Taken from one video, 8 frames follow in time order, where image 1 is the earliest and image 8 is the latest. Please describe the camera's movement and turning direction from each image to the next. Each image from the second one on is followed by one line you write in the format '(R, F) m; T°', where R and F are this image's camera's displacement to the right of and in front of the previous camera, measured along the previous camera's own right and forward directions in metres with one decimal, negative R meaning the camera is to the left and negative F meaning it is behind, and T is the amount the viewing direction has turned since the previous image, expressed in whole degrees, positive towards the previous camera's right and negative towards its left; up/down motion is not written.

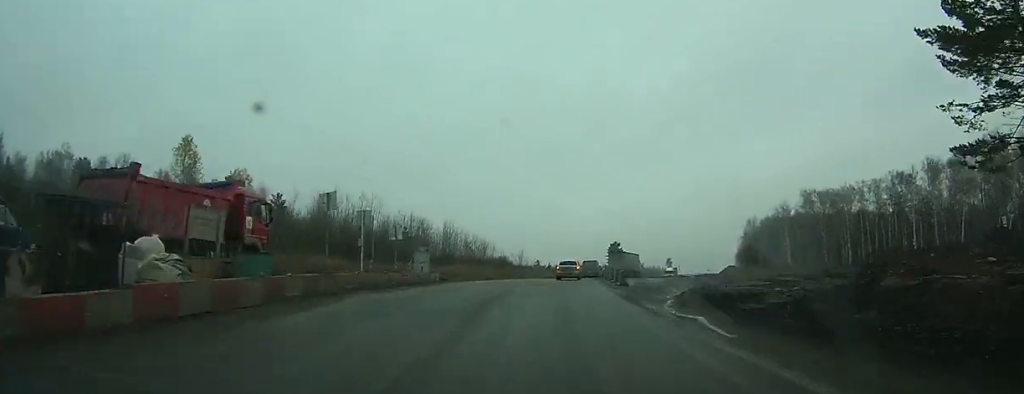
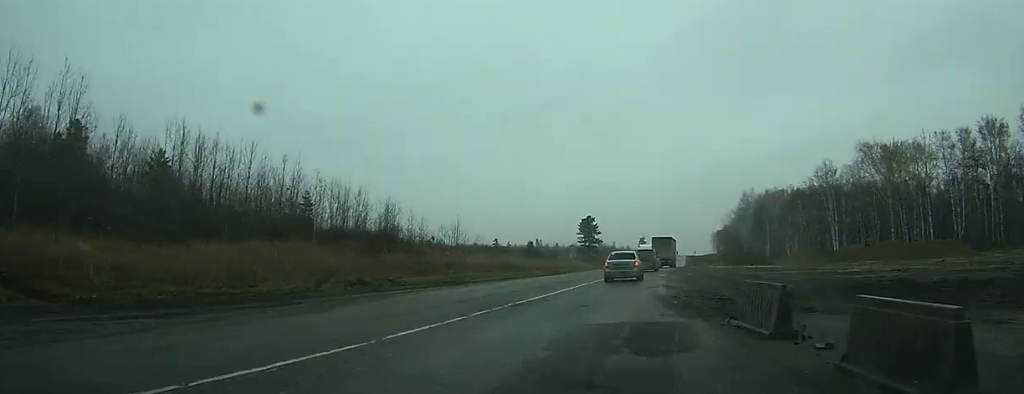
(-0.4, +44.9) m; +1°
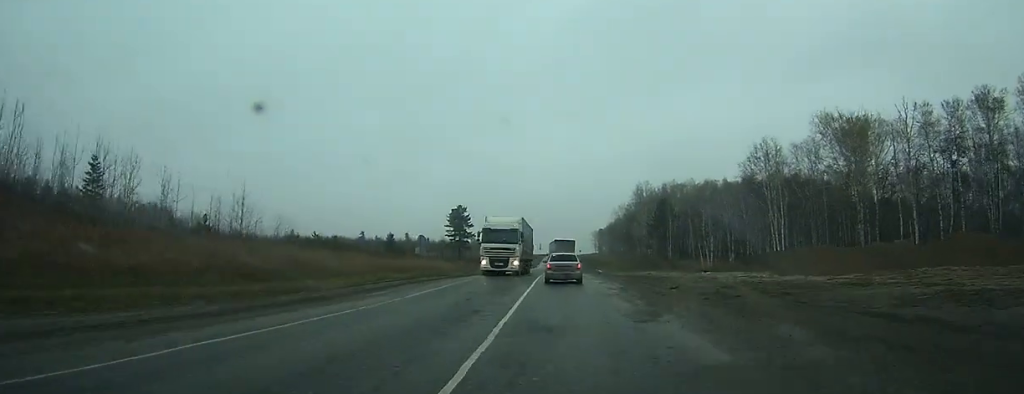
(+1.6, +35.6) m; +6°
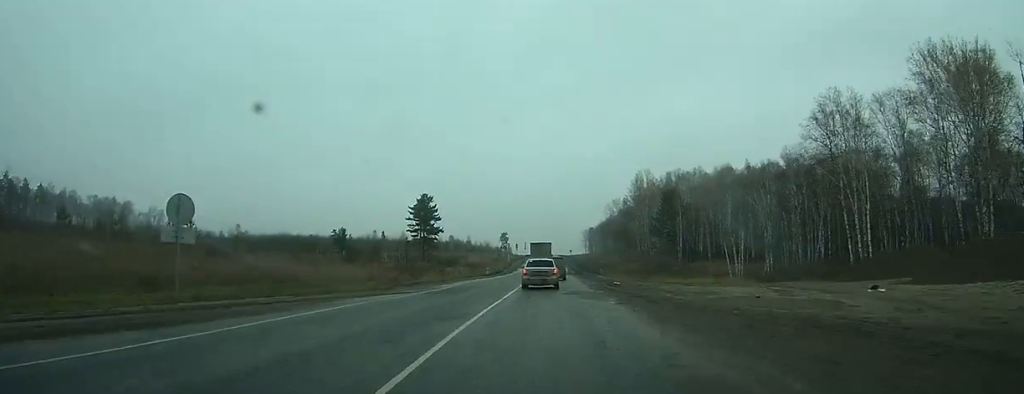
(+1.9, +32.6) m; +5°
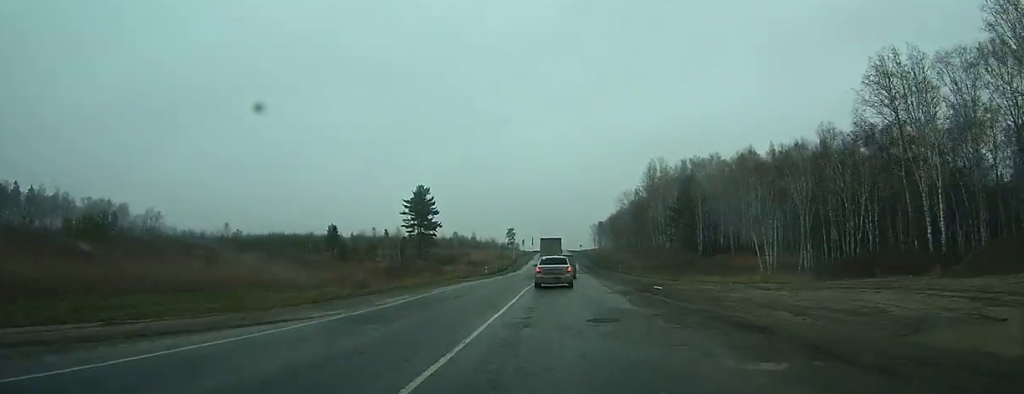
(+0.3, +11.5) m; +1°
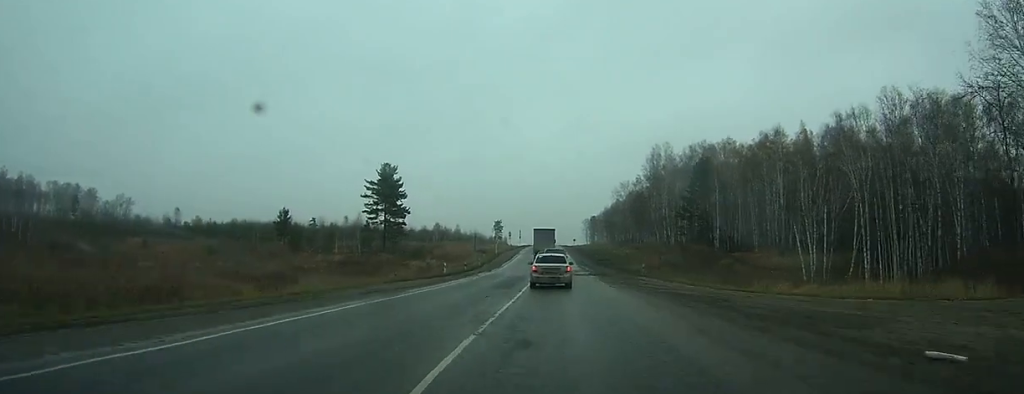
(0.0, +19.4) m; +1°
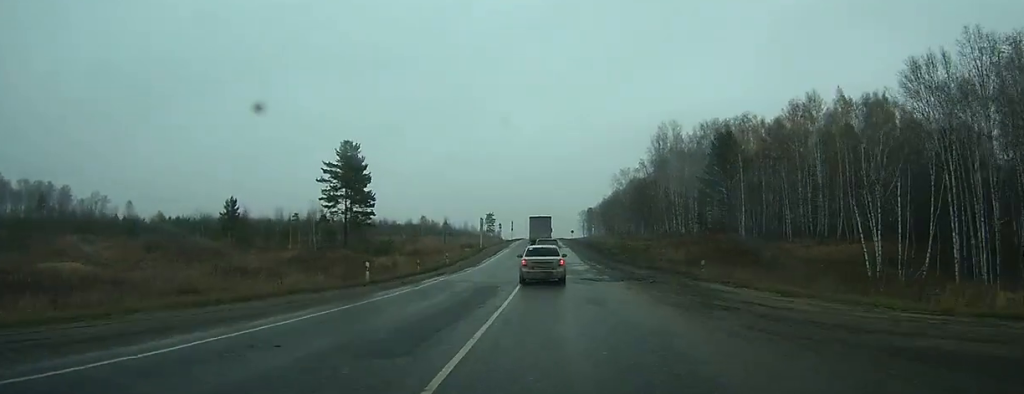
(0.0, +16.8) m; +1°
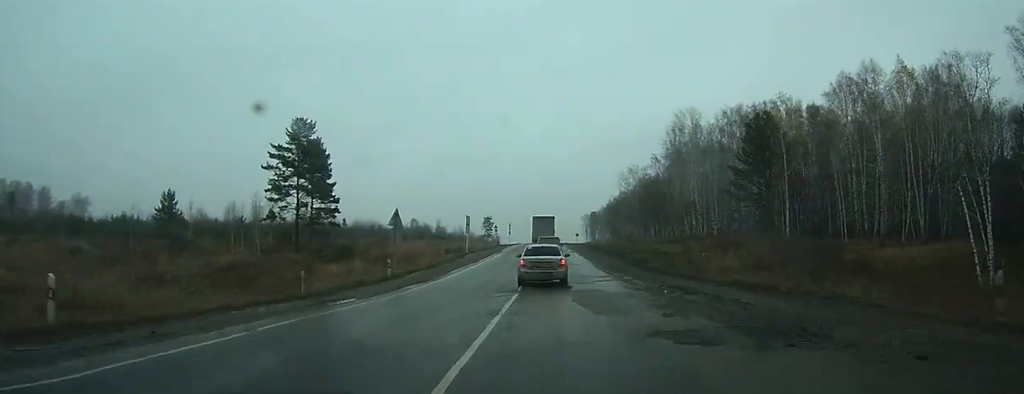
(+0.1, +16.9) m; +1°
